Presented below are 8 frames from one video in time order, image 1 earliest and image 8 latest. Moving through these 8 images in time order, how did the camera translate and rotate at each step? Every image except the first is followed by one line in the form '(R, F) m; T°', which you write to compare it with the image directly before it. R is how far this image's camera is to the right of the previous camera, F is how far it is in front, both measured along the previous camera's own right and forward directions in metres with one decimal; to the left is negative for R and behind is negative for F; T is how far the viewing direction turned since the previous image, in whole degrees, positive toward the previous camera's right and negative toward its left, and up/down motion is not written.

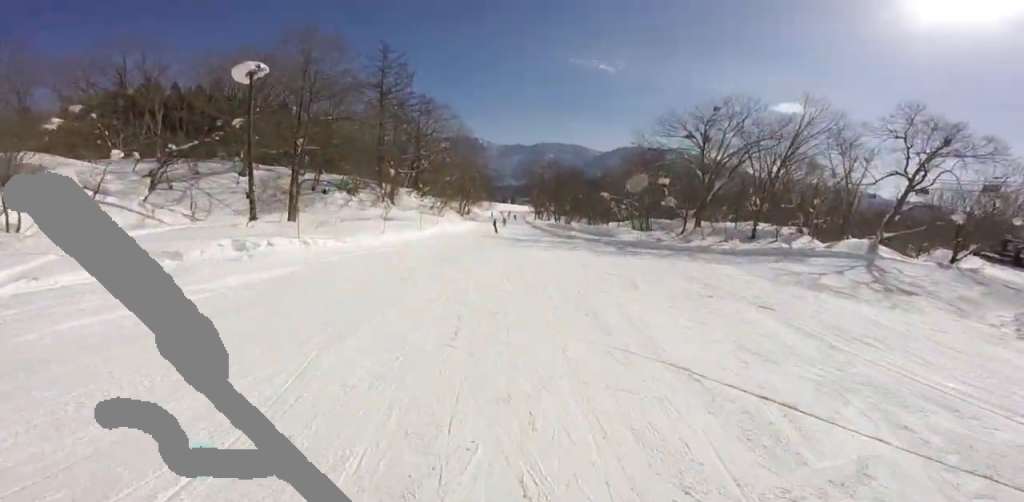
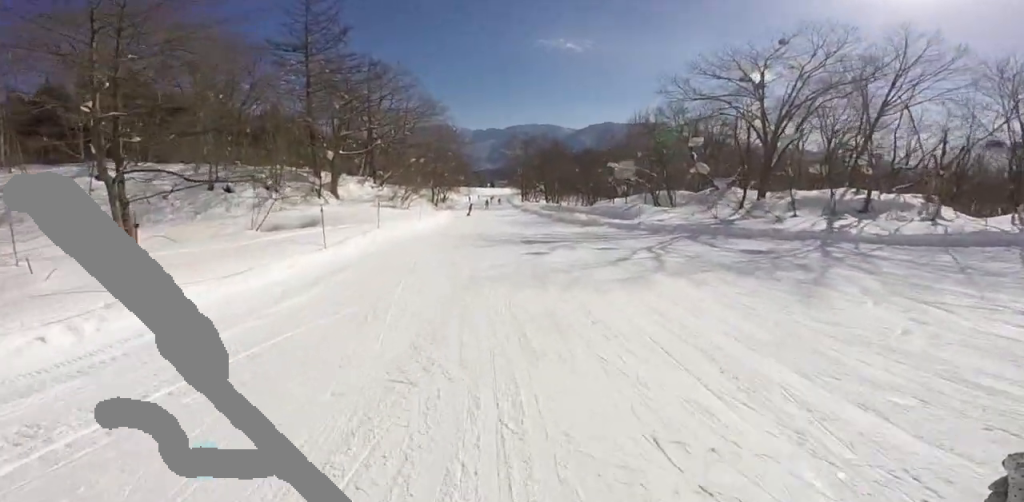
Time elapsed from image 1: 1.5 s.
(0.0, +13.2) m; -6°
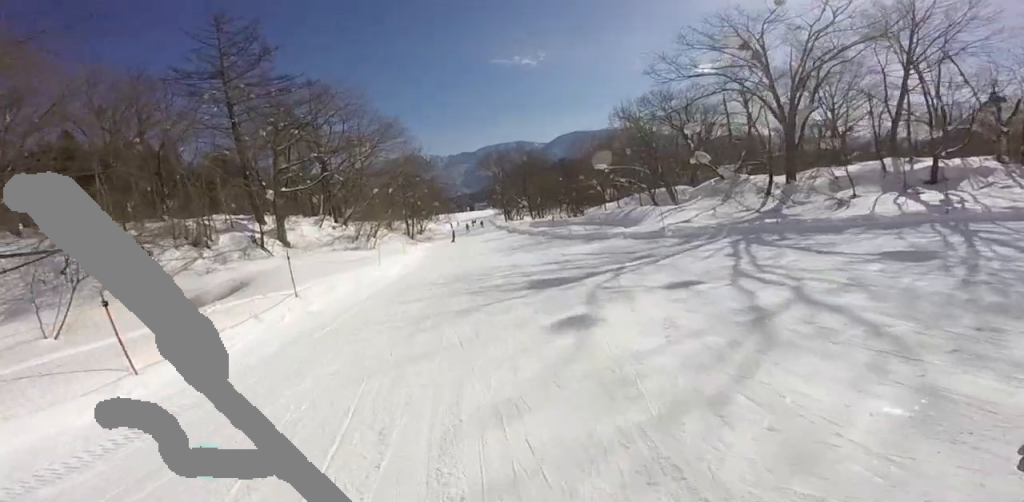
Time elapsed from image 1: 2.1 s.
(-0.2, +6.3) m; +2°
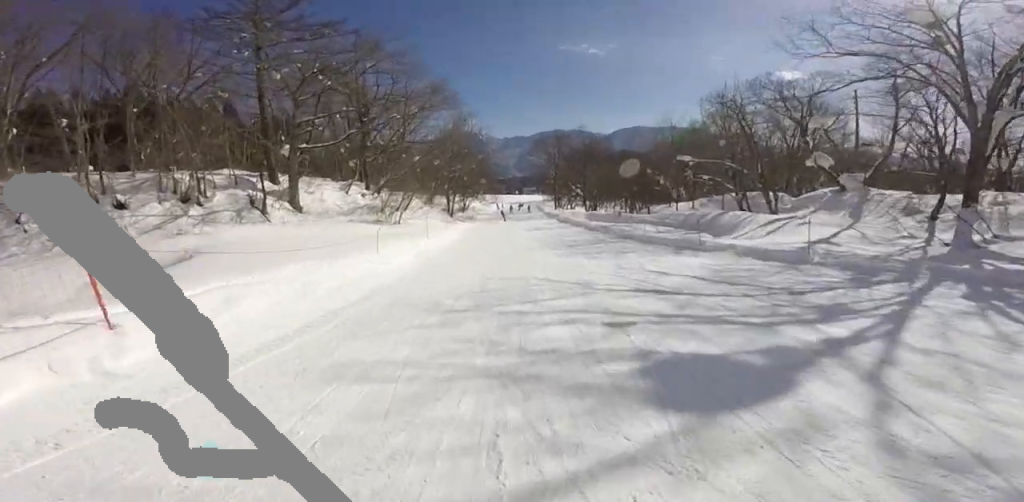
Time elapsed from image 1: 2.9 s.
(0.0, +6.6) m; +5°
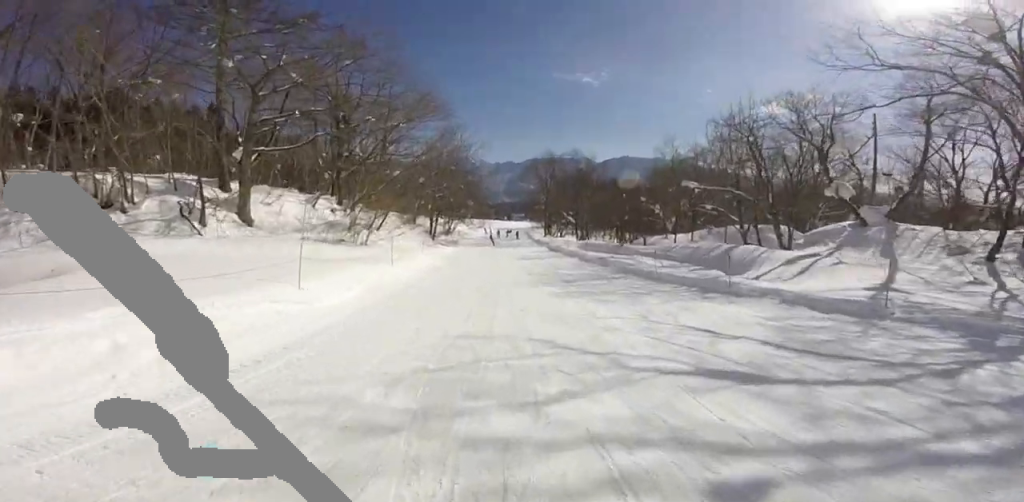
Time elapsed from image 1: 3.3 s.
(+0.6, +3.9) m; 0°
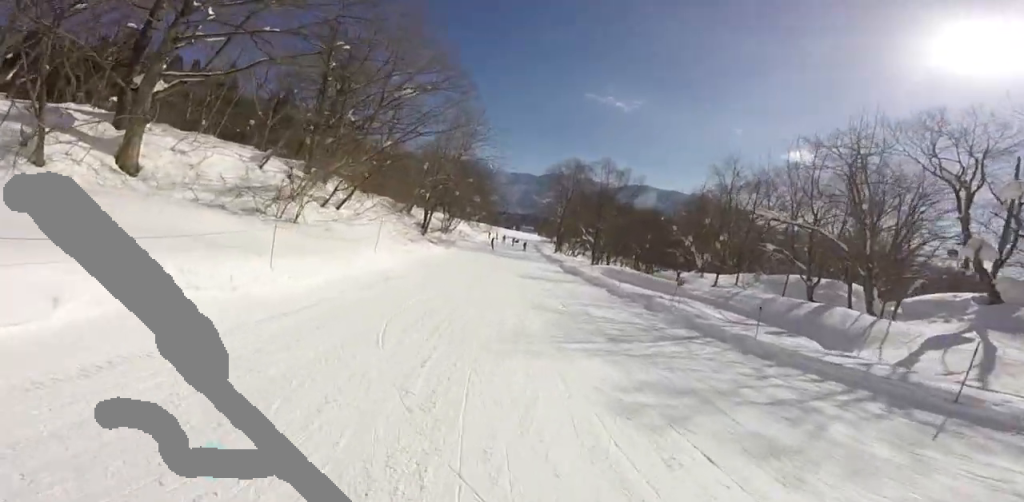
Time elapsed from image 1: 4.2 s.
(-0.1, +8.2) m; -4°
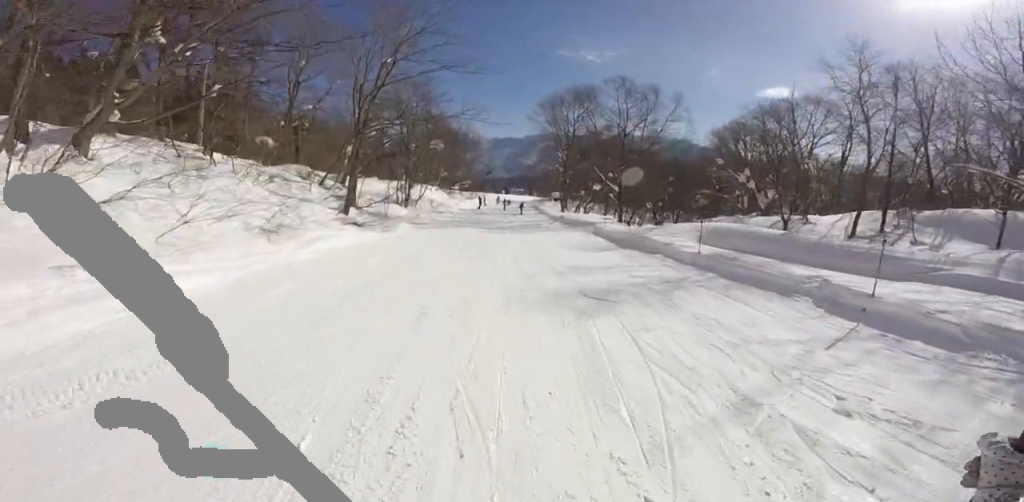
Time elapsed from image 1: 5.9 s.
(-1.2, +15.2) m; -5°
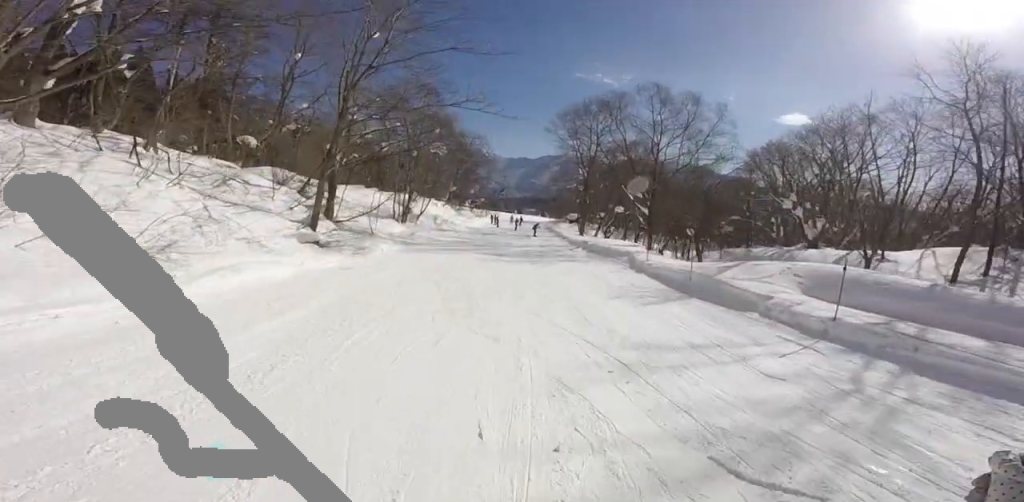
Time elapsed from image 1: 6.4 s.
(0.0, +4.7) m; 0°
